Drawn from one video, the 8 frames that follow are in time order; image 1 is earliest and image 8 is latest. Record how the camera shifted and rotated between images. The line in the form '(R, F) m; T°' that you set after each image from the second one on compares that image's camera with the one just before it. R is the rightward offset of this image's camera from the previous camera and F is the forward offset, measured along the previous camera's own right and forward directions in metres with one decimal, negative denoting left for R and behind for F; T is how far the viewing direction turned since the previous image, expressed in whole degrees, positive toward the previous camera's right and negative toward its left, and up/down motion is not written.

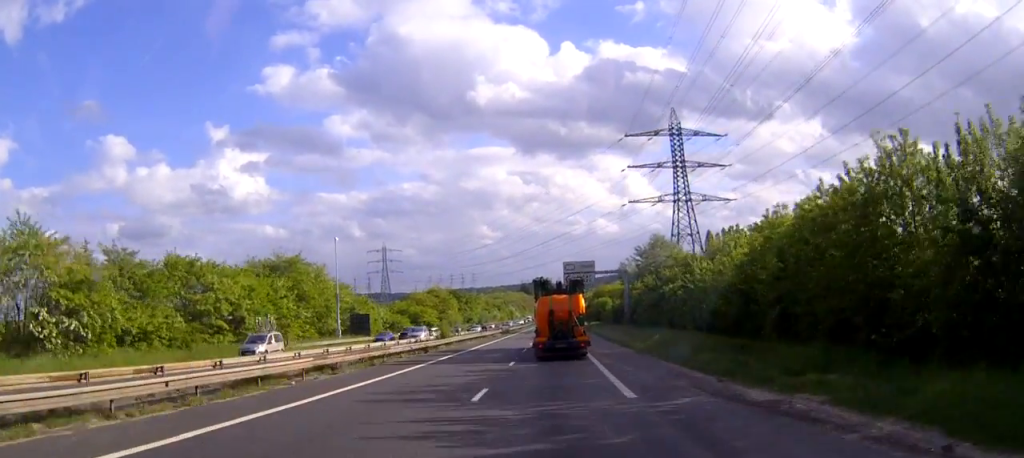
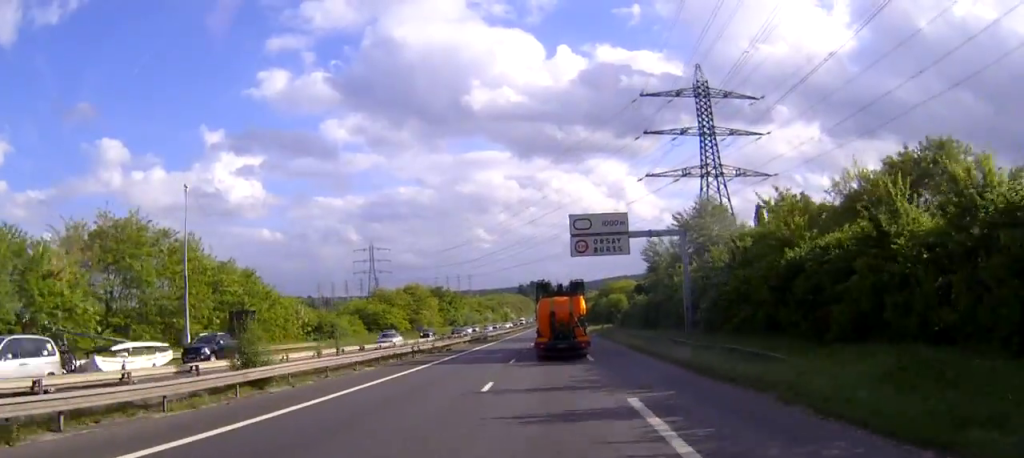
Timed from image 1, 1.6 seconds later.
(+0.1, +38.4) m; 0°
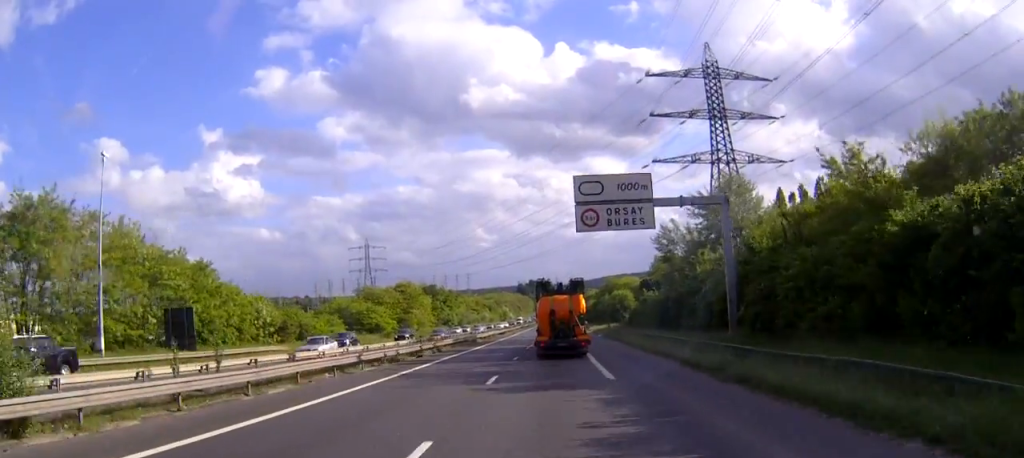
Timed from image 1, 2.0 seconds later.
(0.0, +11.5) m; 0°
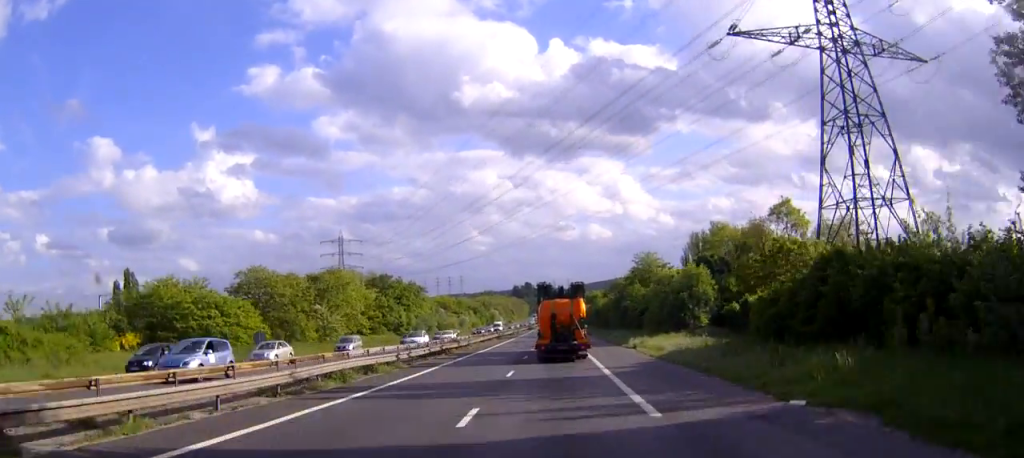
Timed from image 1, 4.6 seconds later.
(-0.5, +63.2) m; -1°
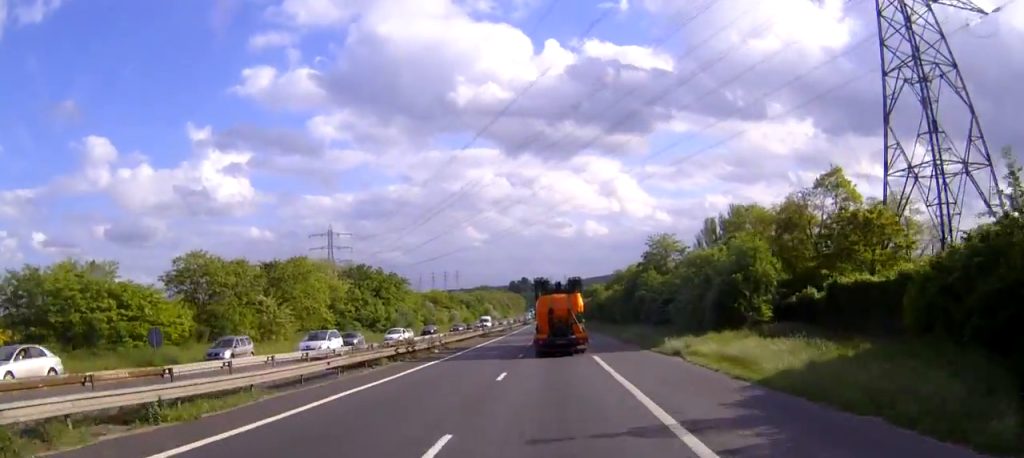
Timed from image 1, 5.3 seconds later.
(+0.1, +18.0) m; 0°
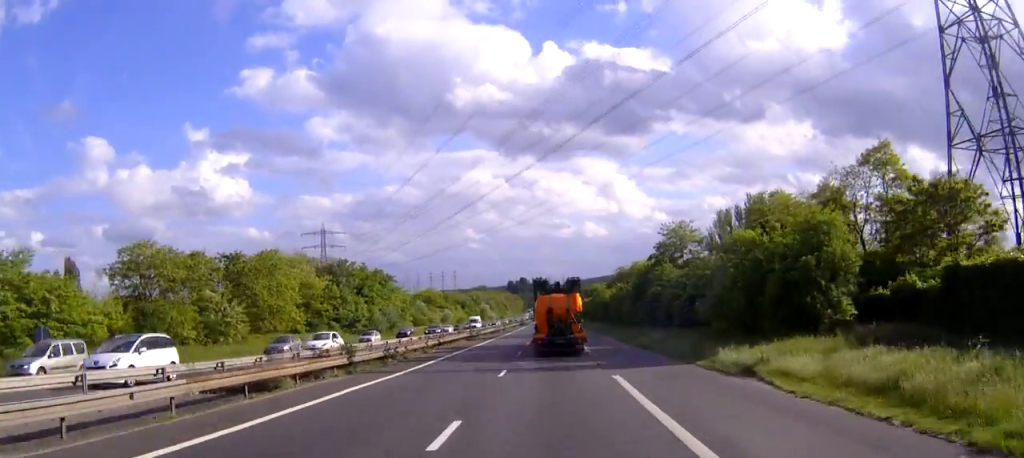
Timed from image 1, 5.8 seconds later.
(0.0, +12.3) m; 0°
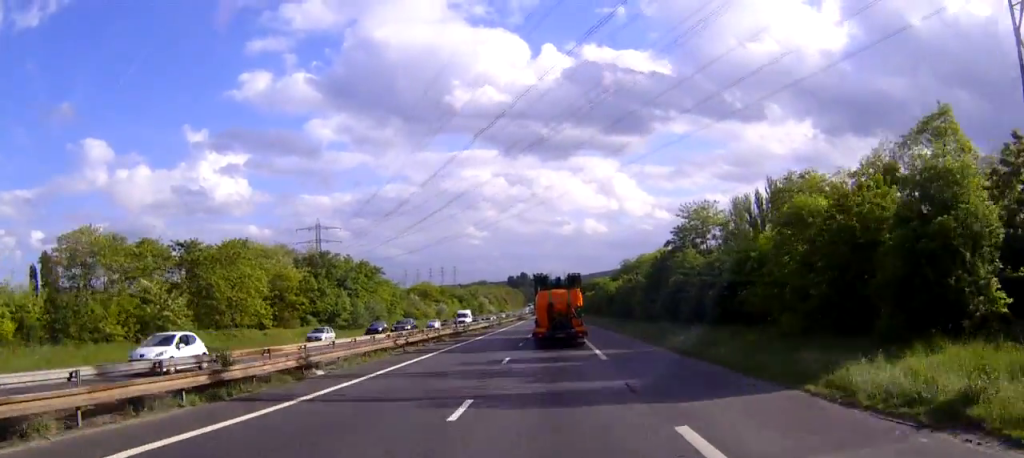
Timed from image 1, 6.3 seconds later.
(0.0, +11.5) m; 0°
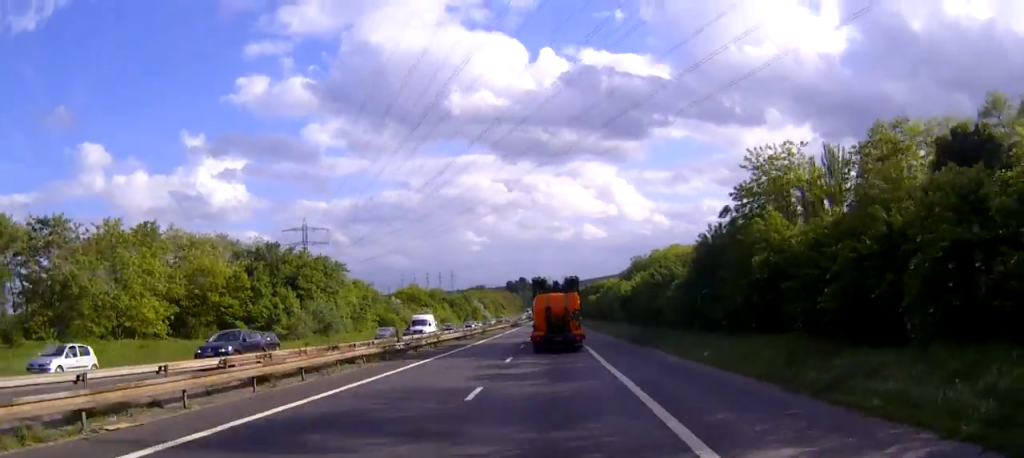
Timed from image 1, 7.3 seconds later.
(+0.1, +23.8) m; 0°
